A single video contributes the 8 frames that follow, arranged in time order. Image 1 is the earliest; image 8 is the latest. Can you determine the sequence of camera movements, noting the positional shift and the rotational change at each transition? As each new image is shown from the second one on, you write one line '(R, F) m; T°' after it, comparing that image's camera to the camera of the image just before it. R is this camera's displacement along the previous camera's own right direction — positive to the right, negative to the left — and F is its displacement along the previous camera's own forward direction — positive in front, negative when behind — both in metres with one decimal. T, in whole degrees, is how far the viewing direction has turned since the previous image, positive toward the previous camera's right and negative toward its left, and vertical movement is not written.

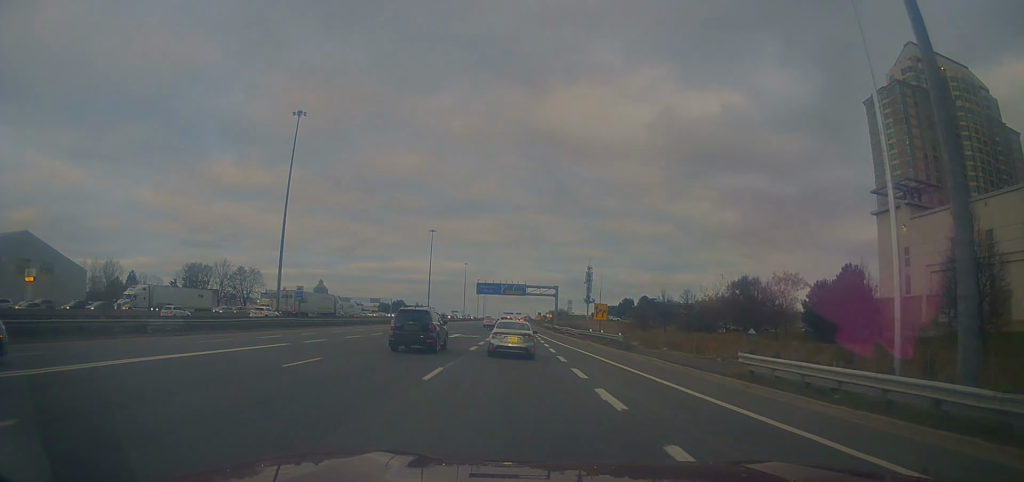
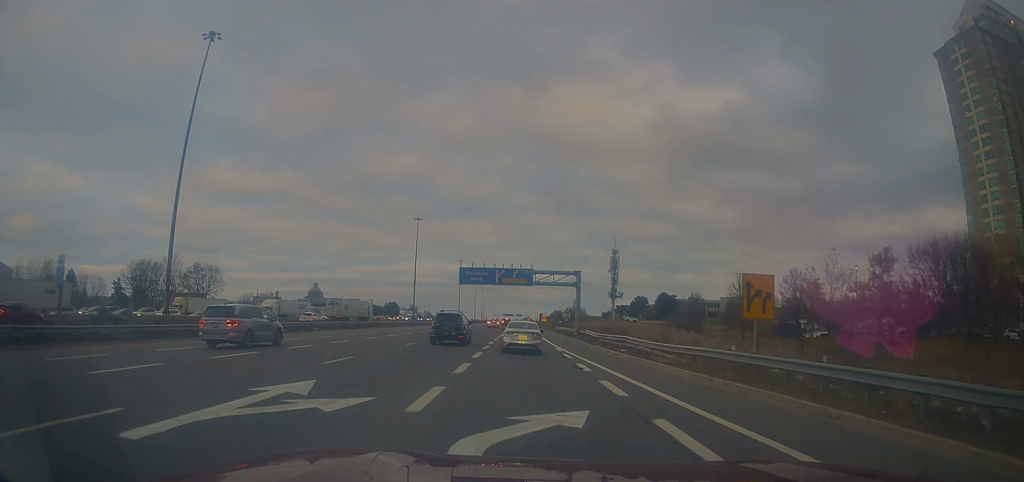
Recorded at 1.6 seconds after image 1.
(0.0, +34.0) m; 0°
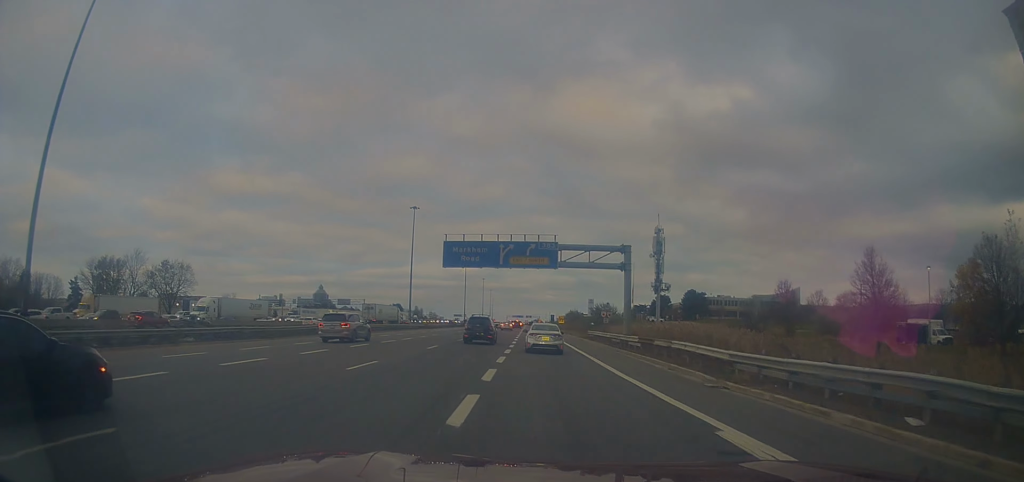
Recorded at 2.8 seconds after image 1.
(-0.1, +24.9) m; 0°
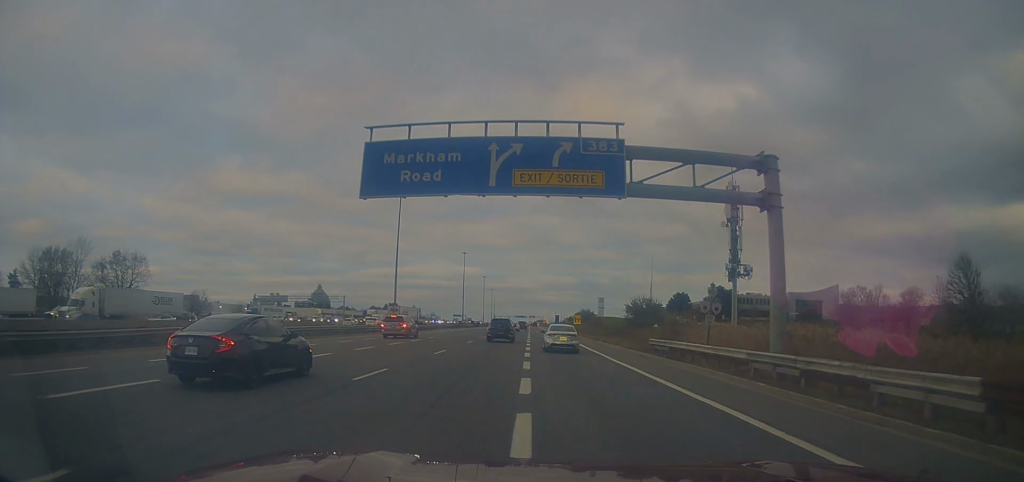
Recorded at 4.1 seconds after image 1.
(+0.2, +26.0) m; 0°
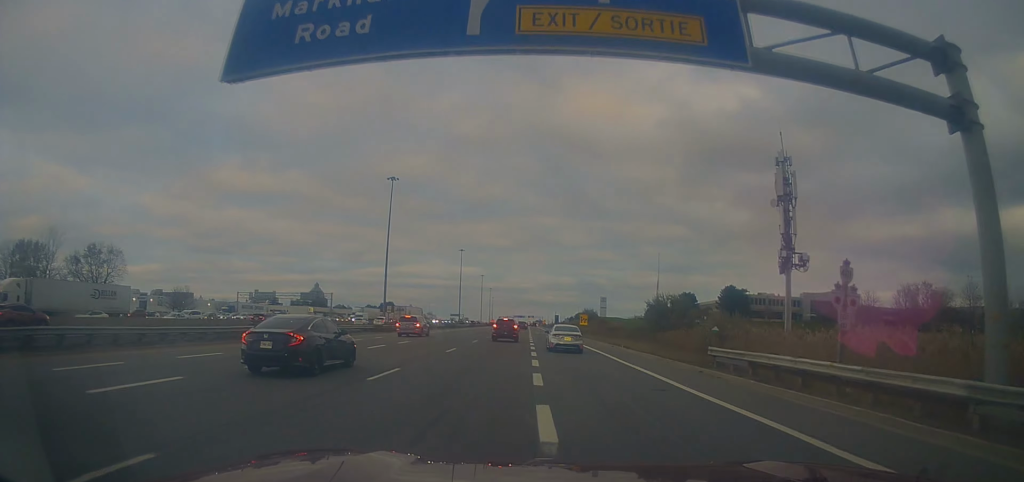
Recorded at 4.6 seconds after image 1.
(0.0, +10.7) m; 0°
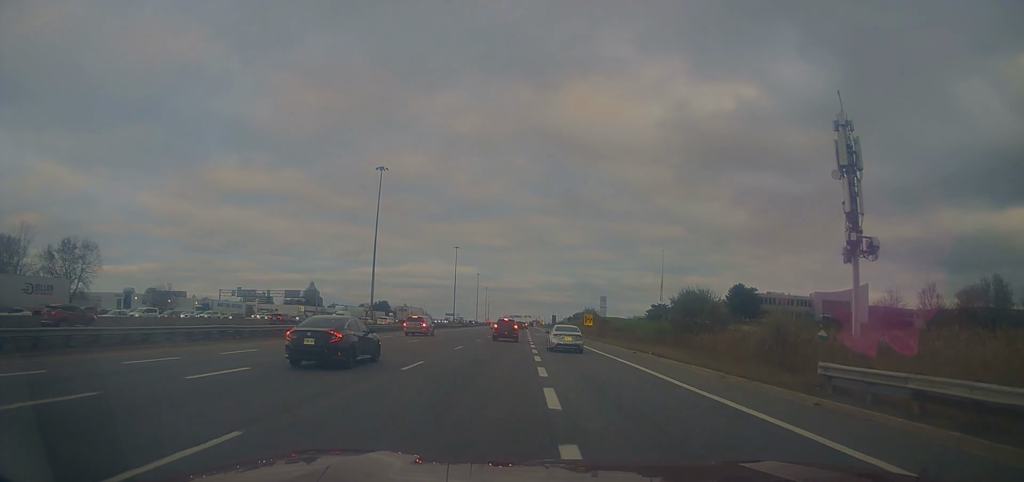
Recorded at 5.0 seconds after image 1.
(-0.3, +9.4) m; 0°
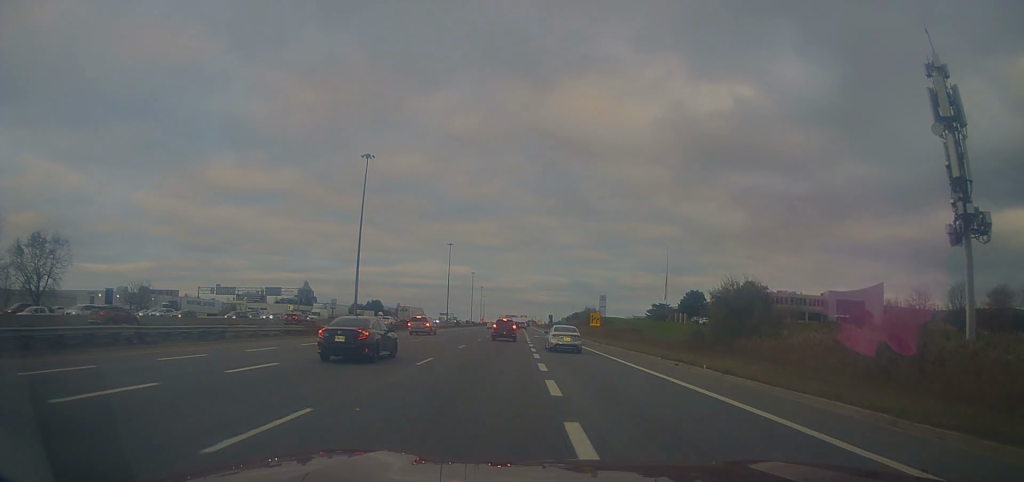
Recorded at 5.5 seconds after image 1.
(-0.1, +10.2) m; 0°
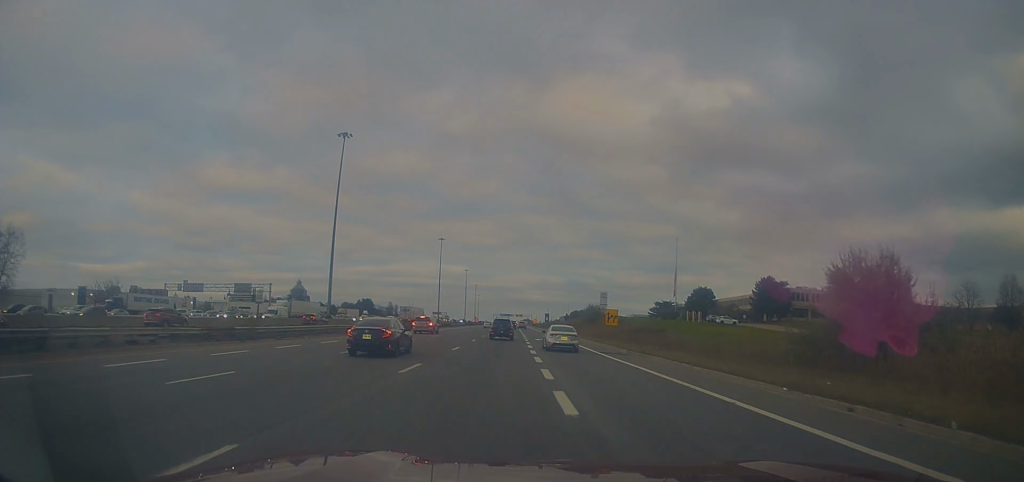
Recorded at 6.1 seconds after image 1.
(+0.4, +14.7) m; 0°
